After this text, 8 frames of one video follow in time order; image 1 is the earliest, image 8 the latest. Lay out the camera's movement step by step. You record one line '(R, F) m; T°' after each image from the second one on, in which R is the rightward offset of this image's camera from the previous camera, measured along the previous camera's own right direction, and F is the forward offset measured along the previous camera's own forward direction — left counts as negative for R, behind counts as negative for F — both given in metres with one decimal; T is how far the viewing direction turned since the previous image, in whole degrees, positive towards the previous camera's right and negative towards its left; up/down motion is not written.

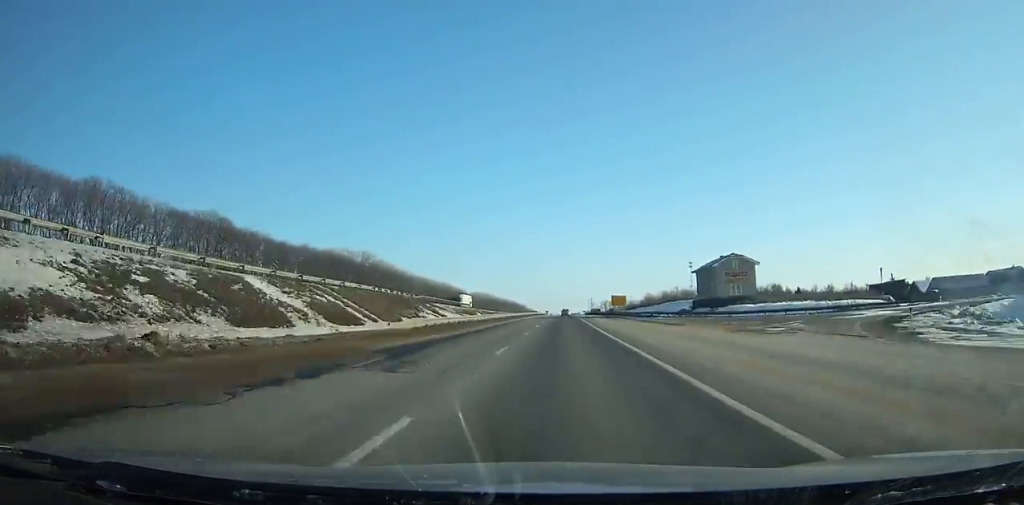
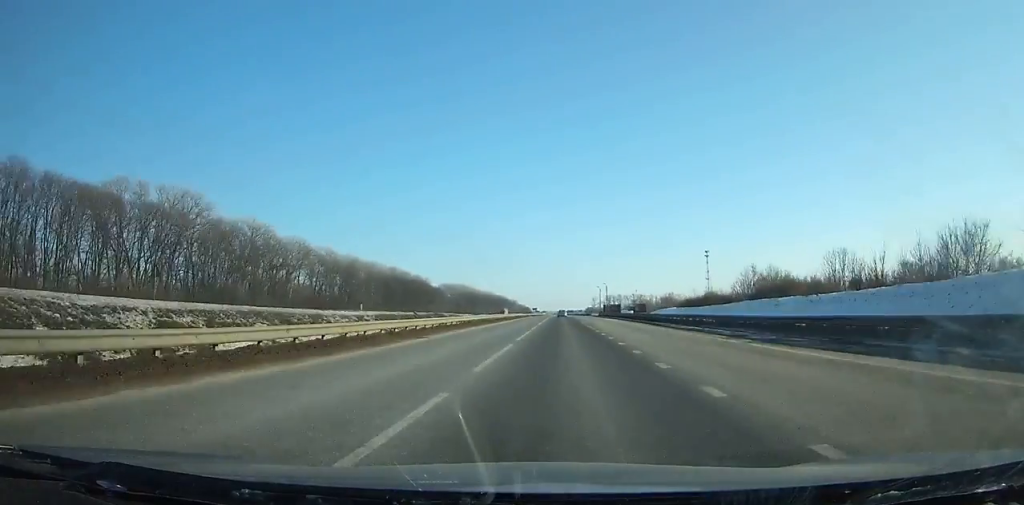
(+0.1, +119.0) m; 0°
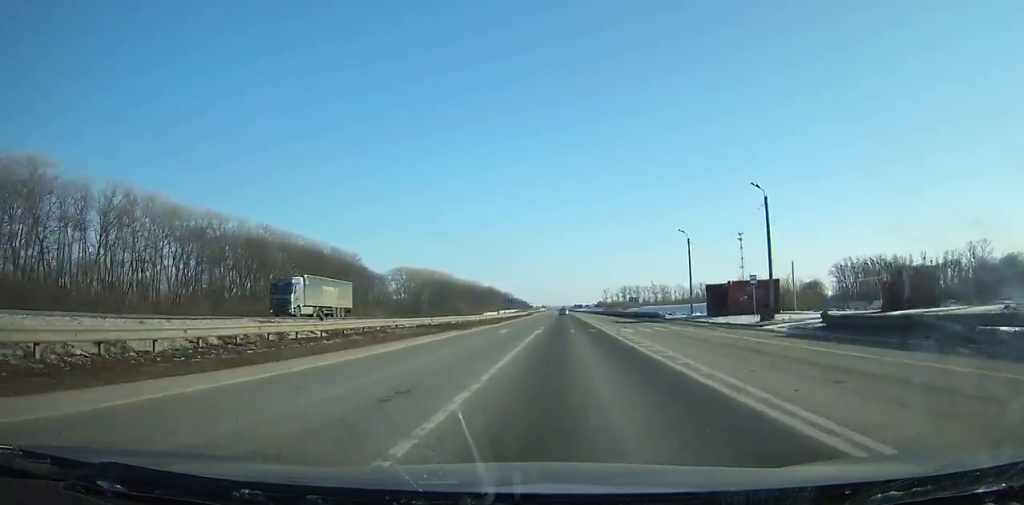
(-0.1, +133.7) m; 0°
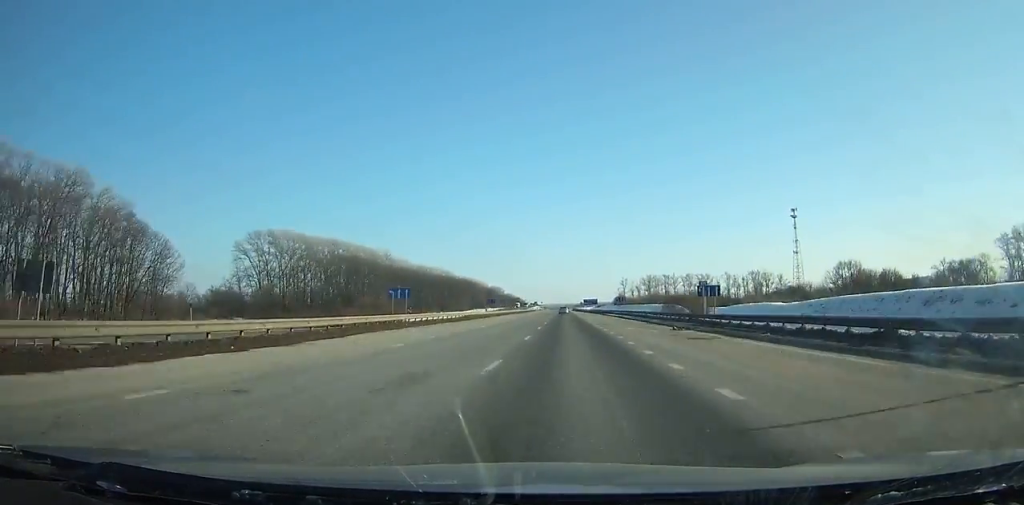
(+0.4, +145.2) m; 0°
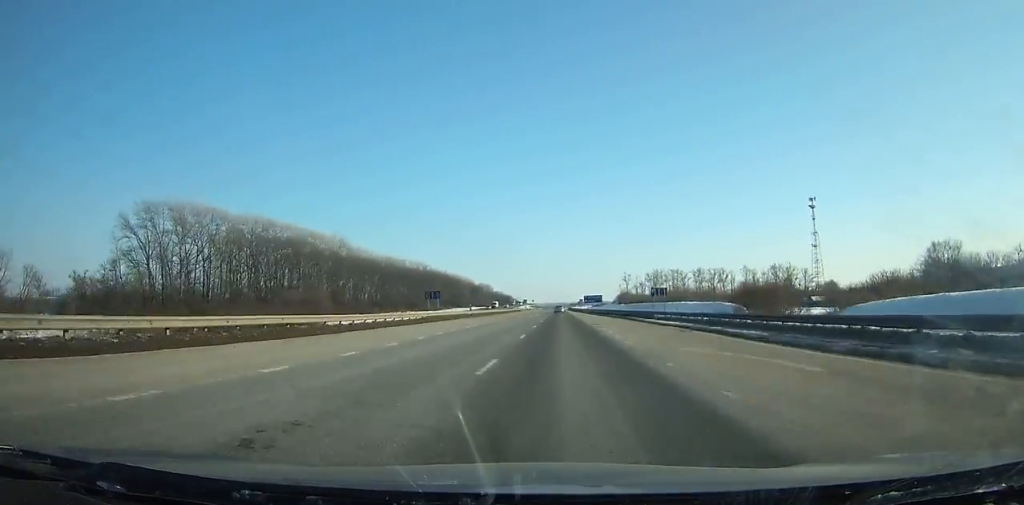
(-0.1, +47.5) m; 0°
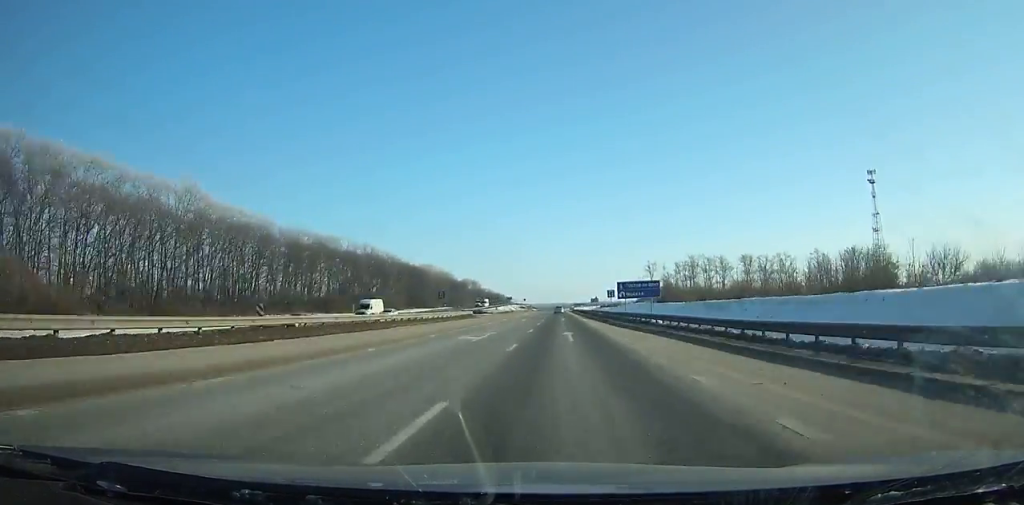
(-0.1, +88.1) m; 0°
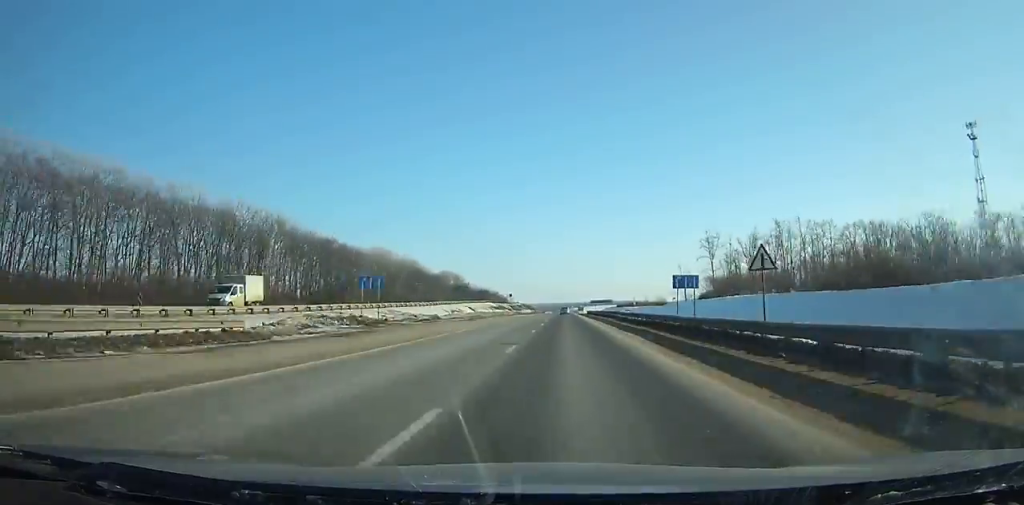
(0.0, +96.8) m; 0°
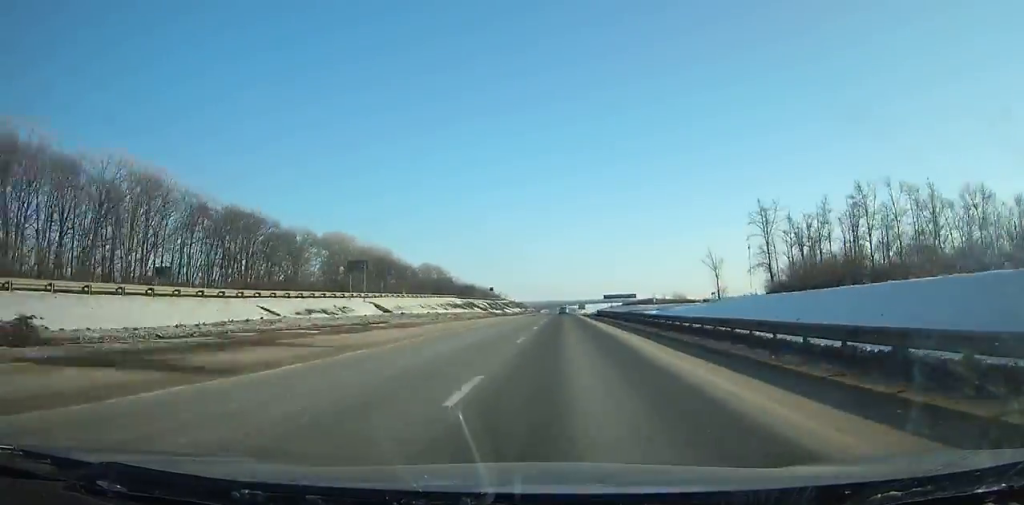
(0.0, +43.5) m; 0°
